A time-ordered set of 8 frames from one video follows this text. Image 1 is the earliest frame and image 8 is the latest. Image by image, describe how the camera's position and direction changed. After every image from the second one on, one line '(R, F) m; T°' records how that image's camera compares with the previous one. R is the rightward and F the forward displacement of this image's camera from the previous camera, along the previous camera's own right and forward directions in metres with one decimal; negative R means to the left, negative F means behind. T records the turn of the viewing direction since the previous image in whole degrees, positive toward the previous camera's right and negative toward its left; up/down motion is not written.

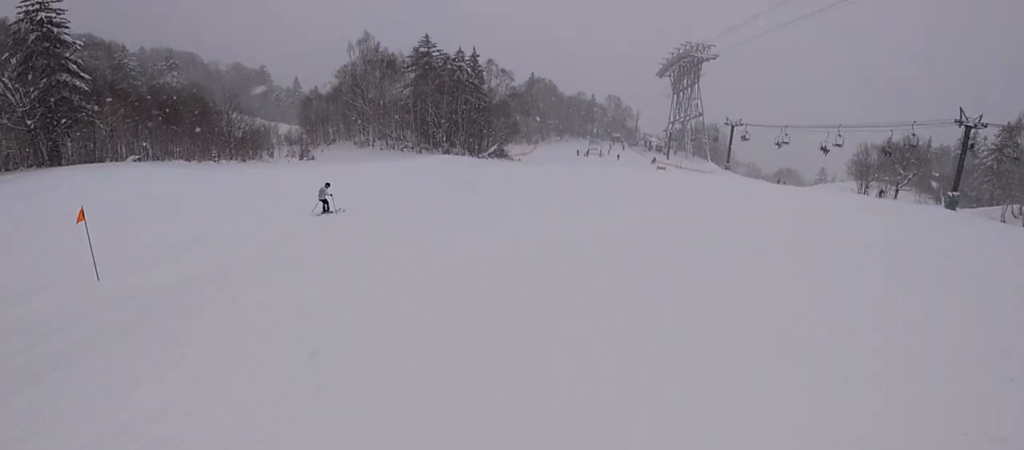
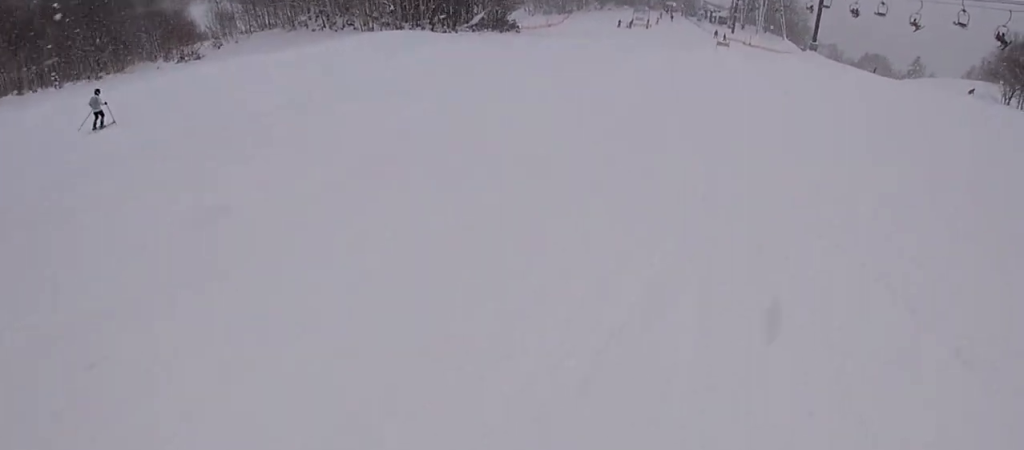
(+1.0, +23.2) m; +9°
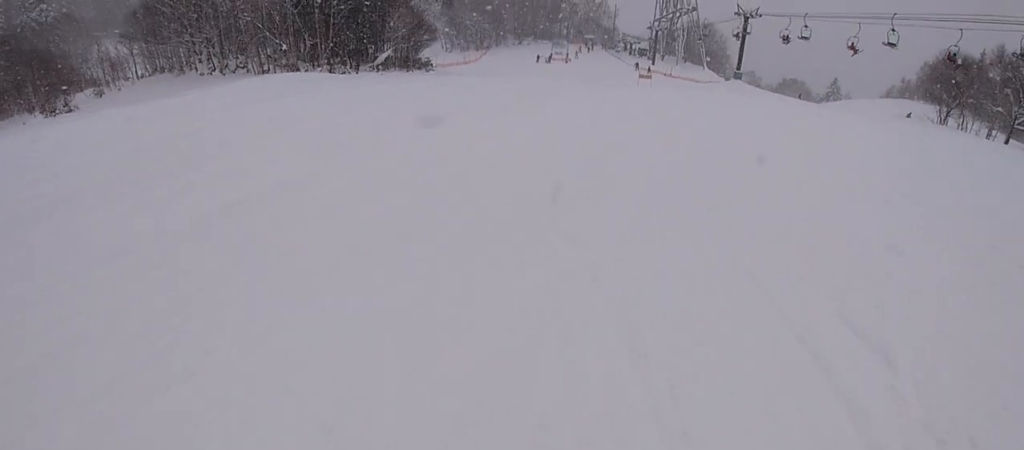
(0.0, +5.3) m; -2°
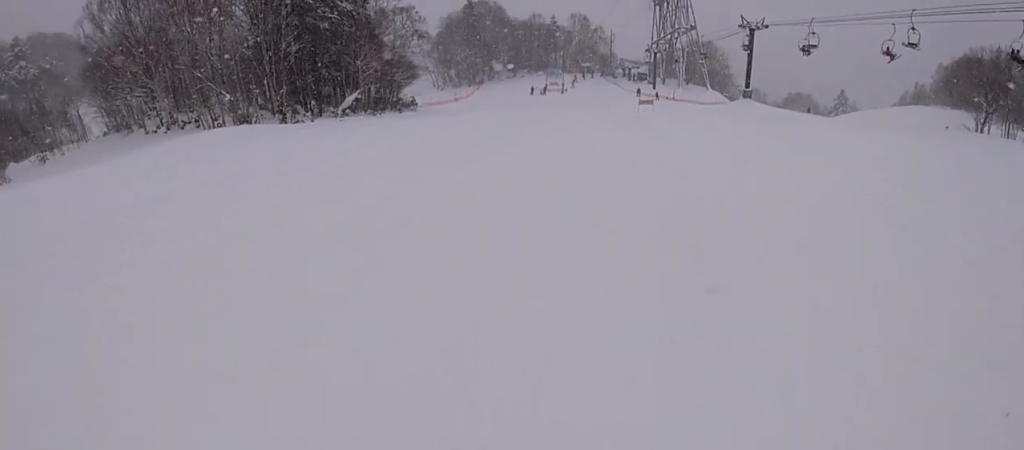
(-0.7, +7.1) m; -7°
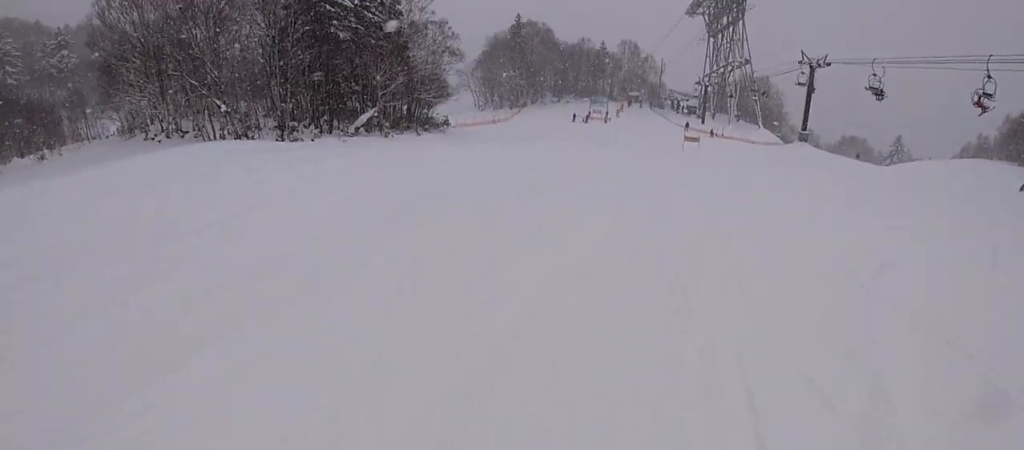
(0.0, +5.8) m; -3°
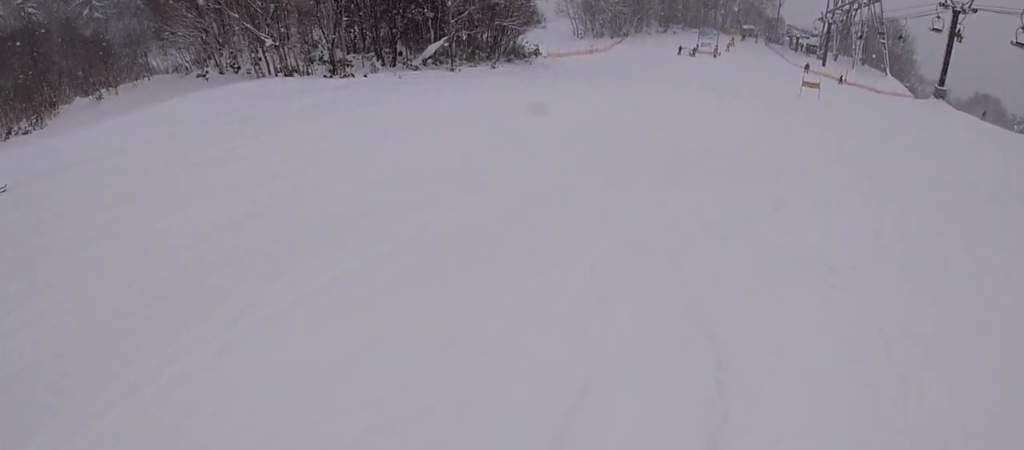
(-0.3, +5.7) m; 0°
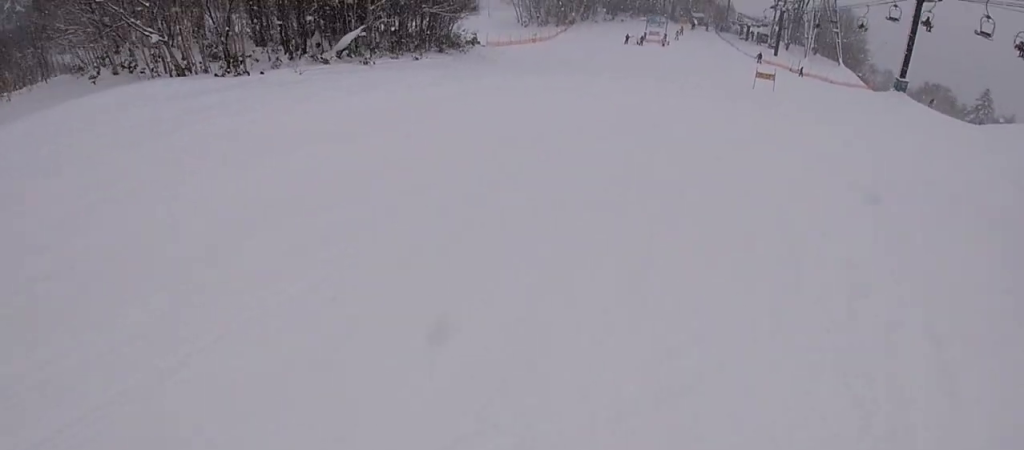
(0.0, +4.8) m; +1°
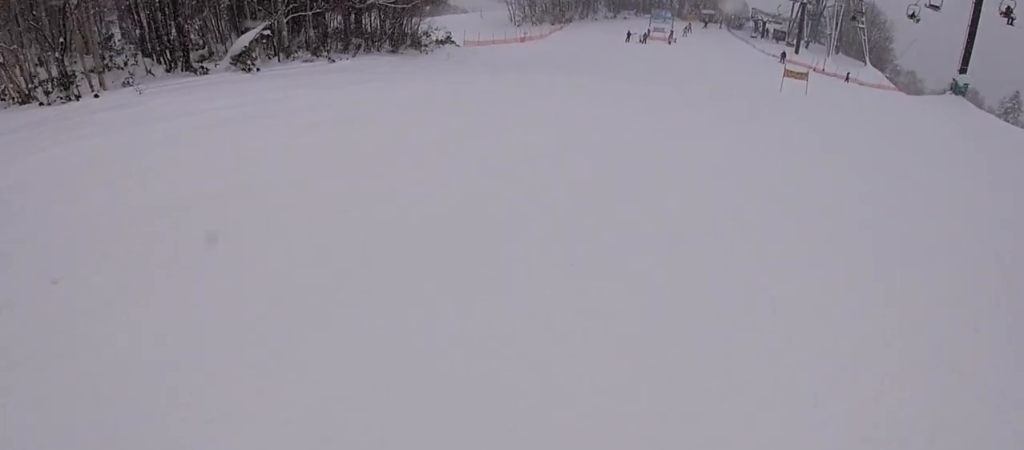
(+0.3, +10.3) m; +1°
